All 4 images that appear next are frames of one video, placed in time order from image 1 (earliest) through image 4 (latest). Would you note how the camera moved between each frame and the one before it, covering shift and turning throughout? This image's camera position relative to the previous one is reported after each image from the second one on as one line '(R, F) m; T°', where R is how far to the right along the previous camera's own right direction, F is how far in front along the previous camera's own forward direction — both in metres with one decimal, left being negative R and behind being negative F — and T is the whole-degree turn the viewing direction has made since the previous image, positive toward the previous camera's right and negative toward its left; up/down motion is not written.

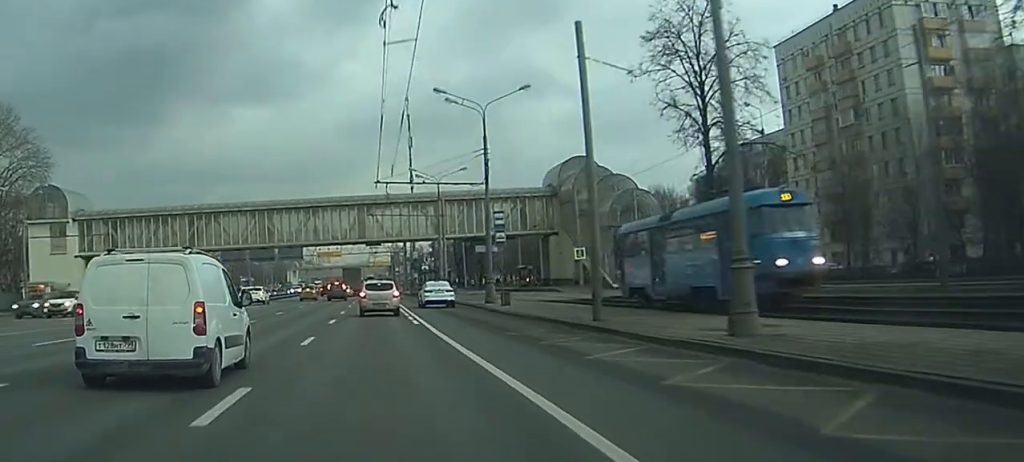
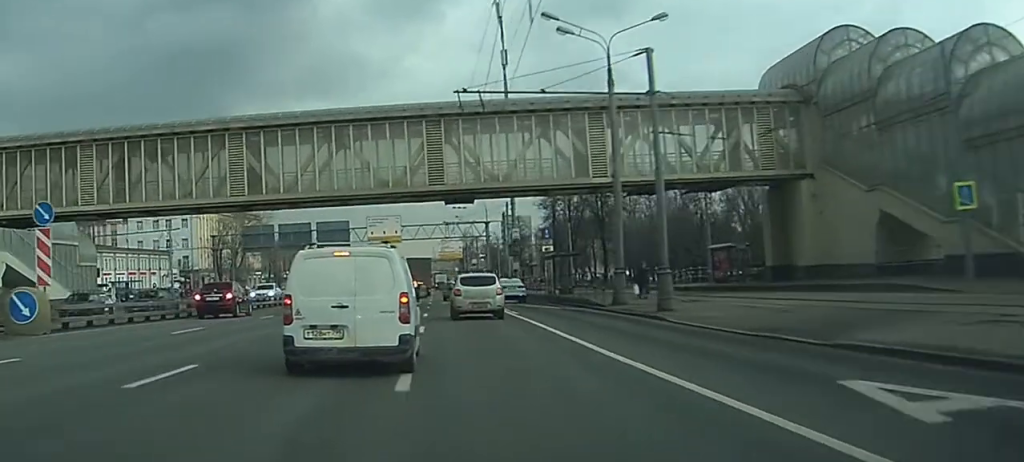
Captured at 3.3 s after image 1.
(-0.7, +46.2) m; -3°
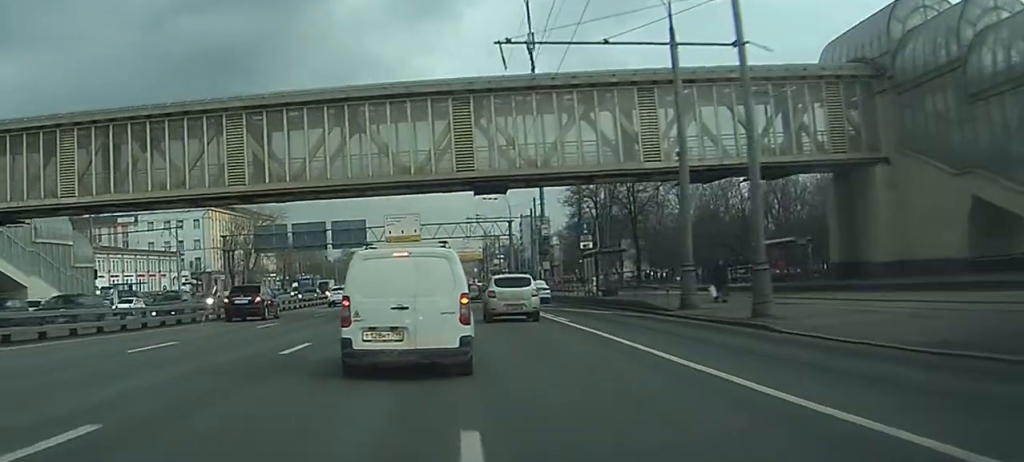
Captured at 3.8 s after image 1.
(-0.1, +6.2) m; -1°
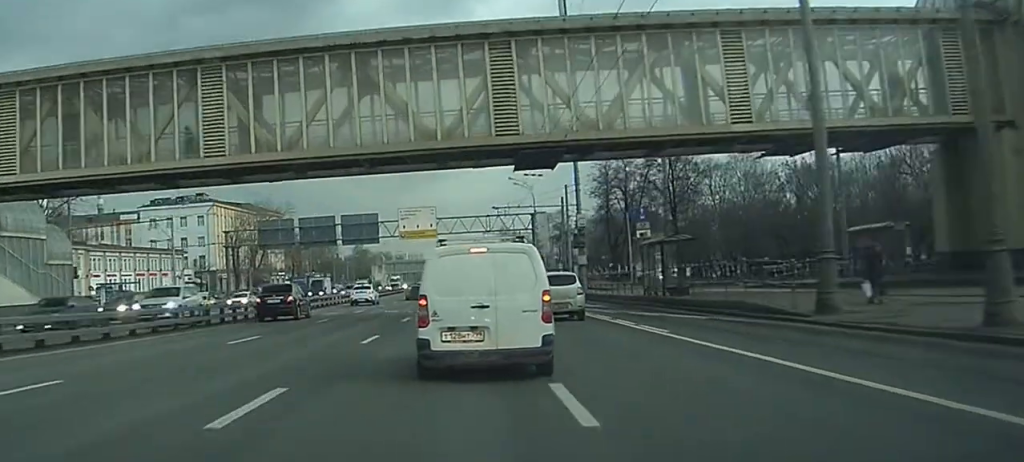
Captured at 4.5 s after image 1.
(-0.1, +9.1) m; -1°
